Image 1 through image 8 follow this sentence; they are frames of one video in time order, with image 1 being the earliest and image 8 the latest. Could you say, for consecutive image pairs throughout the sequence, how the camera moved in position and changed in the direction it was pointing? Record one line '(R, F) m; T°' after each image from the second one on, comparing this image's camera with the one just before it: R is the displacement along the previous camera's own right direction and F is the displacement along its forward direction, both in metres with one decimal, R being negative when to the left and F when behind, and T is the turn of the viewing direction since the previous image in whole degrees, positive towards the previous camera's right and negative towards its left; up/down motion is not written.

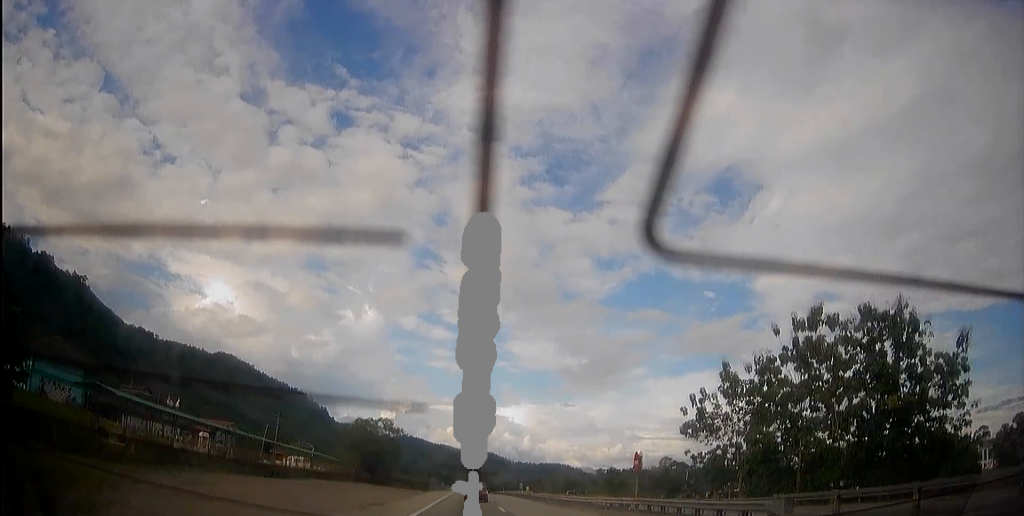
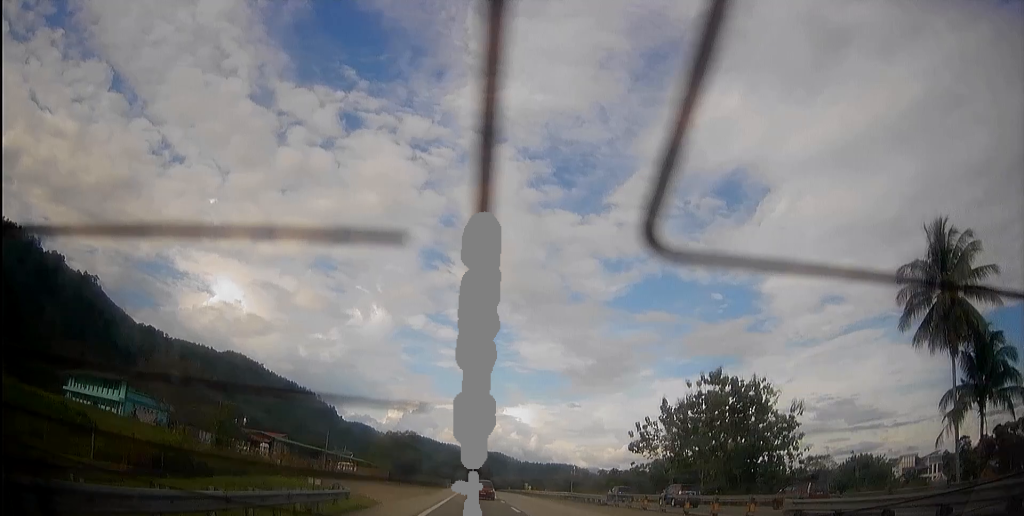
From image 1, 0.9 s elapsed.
(0.0, +23.7) m; 0°
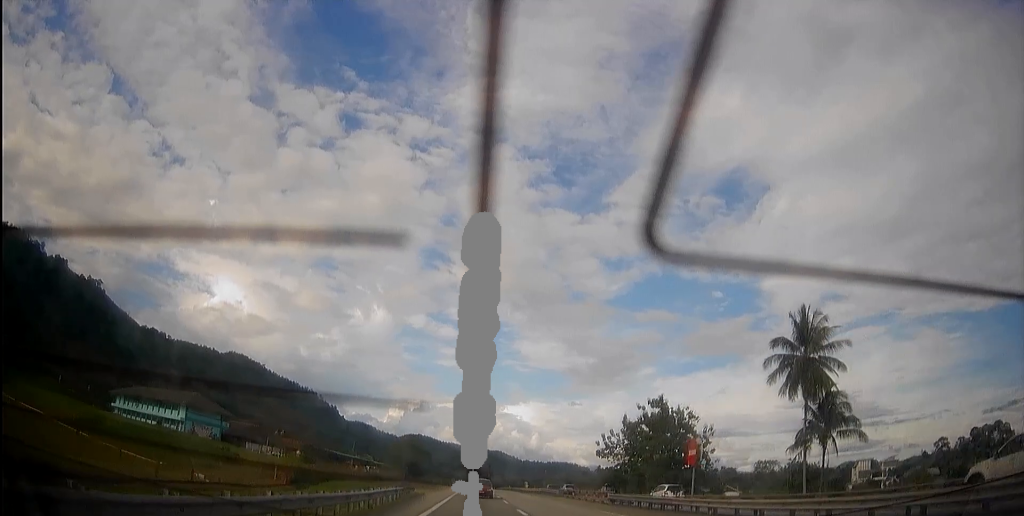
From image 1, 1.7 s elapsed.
(+0.1, +22.6) m; 0°
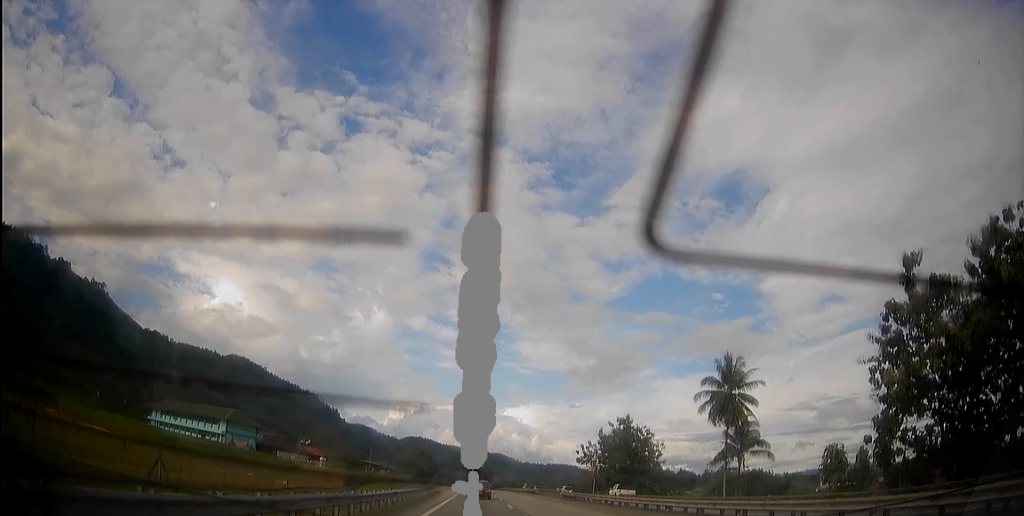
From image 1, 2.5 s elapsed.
(0.0, +20.5) m; 0°
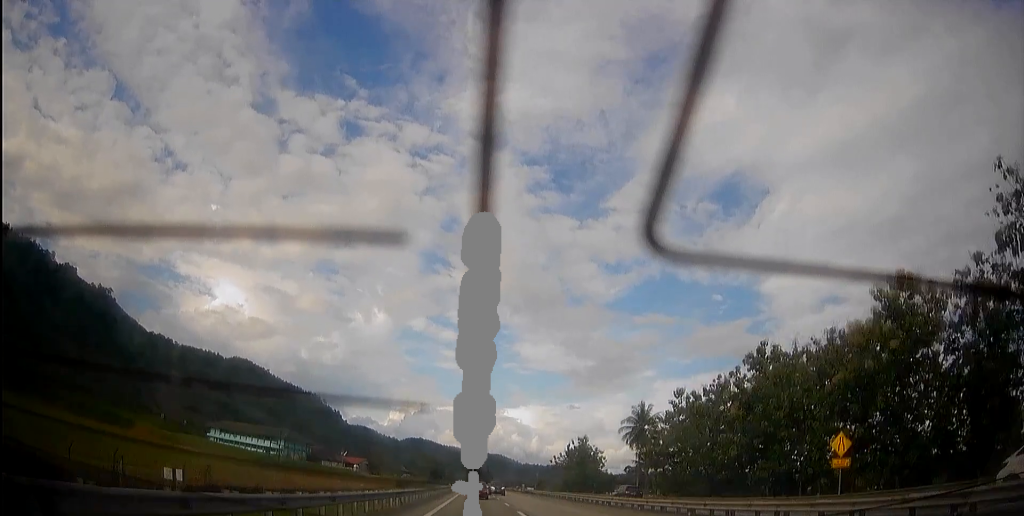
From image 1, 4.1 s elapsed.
(0.0, +42.9) m; 0°
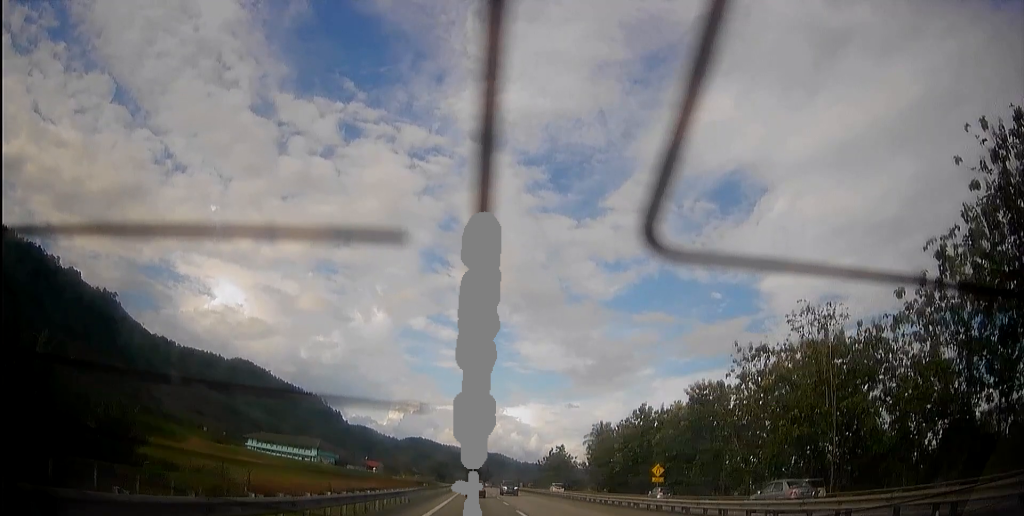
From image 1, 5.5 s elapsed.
(0.0, +39.2) m; 0°
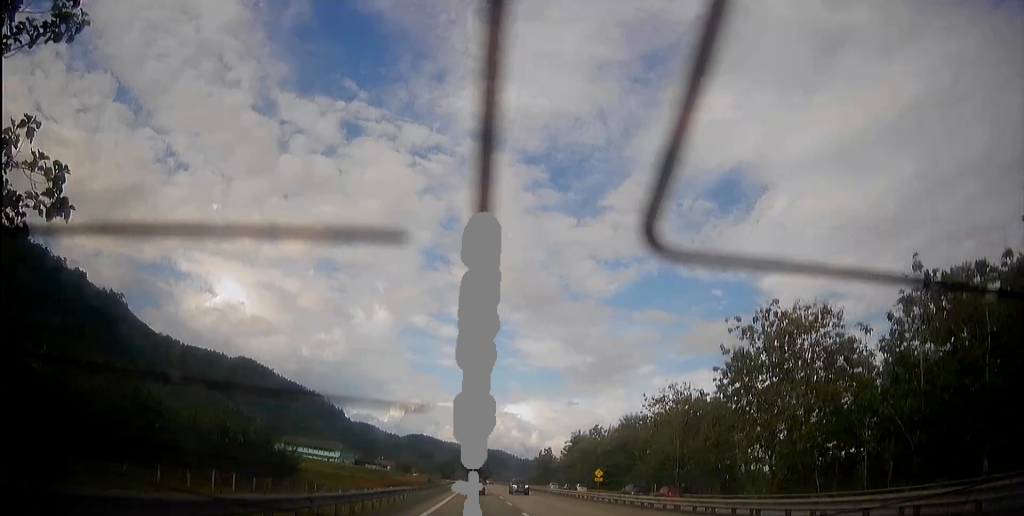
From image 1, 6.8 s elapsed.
(0.0, +35.8) m; 0°
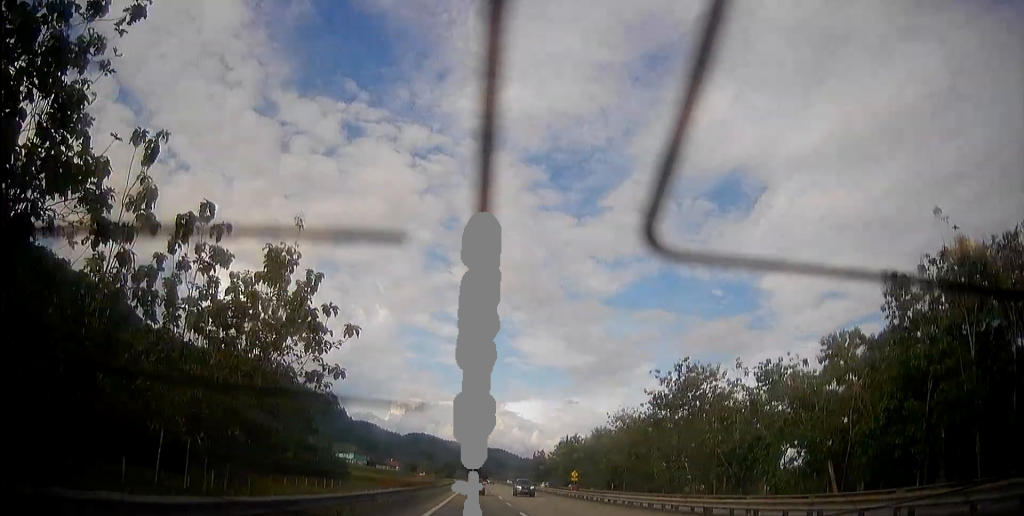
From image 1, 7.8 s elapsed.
(0.0, +26.8) m; 0°
